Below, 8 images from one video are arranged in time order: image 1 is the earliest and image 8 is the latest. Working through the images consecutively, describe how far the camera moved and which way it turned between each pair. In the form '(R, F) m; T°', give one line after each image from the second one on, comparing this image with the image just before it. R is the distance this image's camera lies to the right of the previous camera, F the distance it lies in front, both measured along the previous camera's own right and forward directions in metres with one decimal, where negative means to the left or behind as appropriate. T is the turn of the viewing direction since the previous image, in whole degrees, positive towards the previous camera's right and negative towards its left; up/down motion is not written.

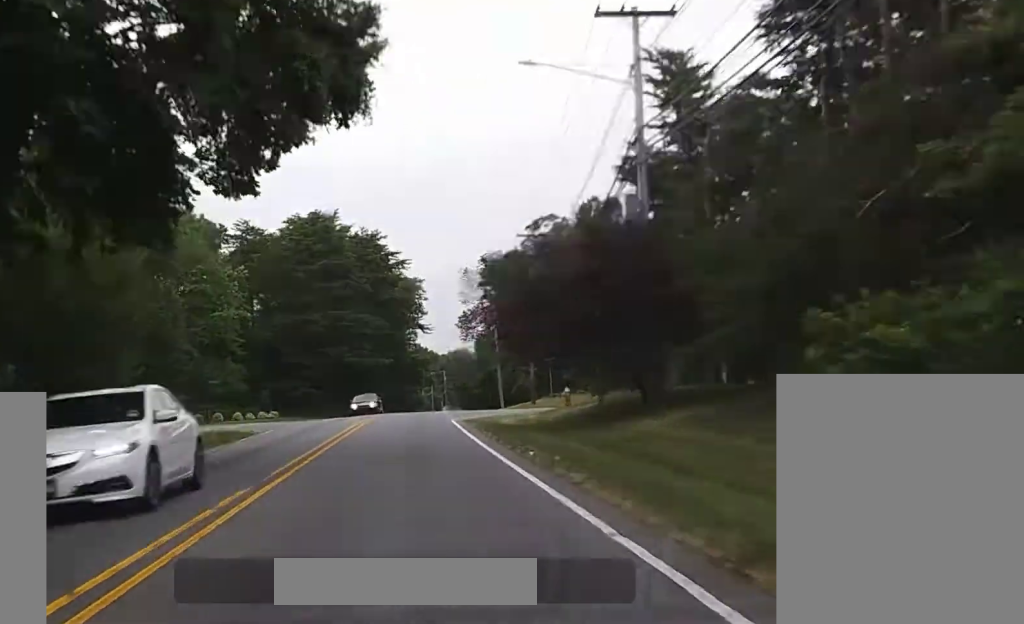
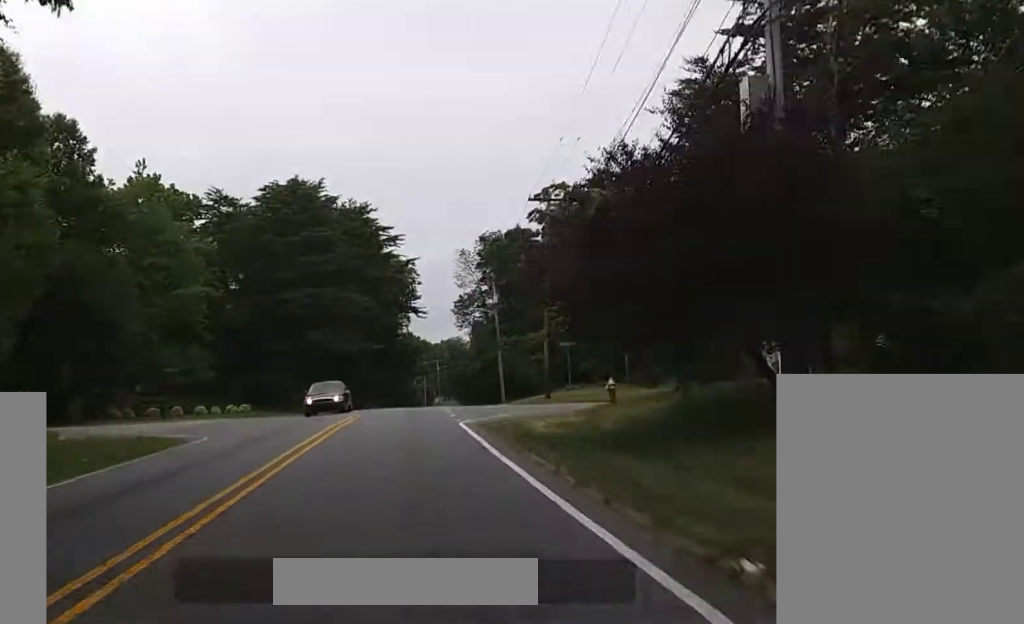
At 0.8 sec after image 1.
(0.0, +13.3) m; +1°
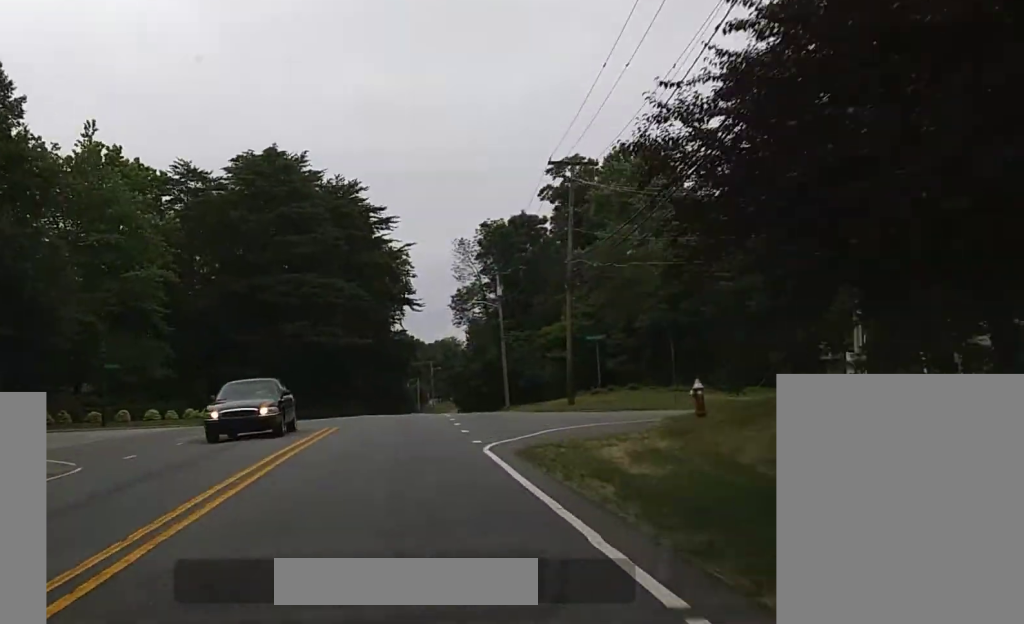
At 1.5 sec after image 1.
(+0.1, +11.1) m; 0°
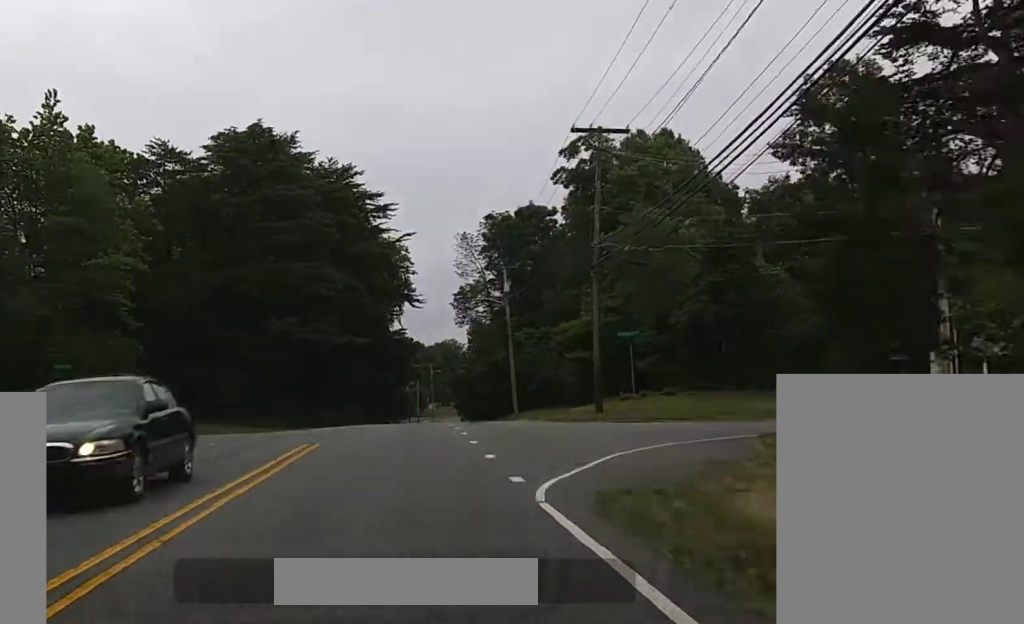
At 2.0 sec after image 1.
(+0.1, +7.4) m; 0°
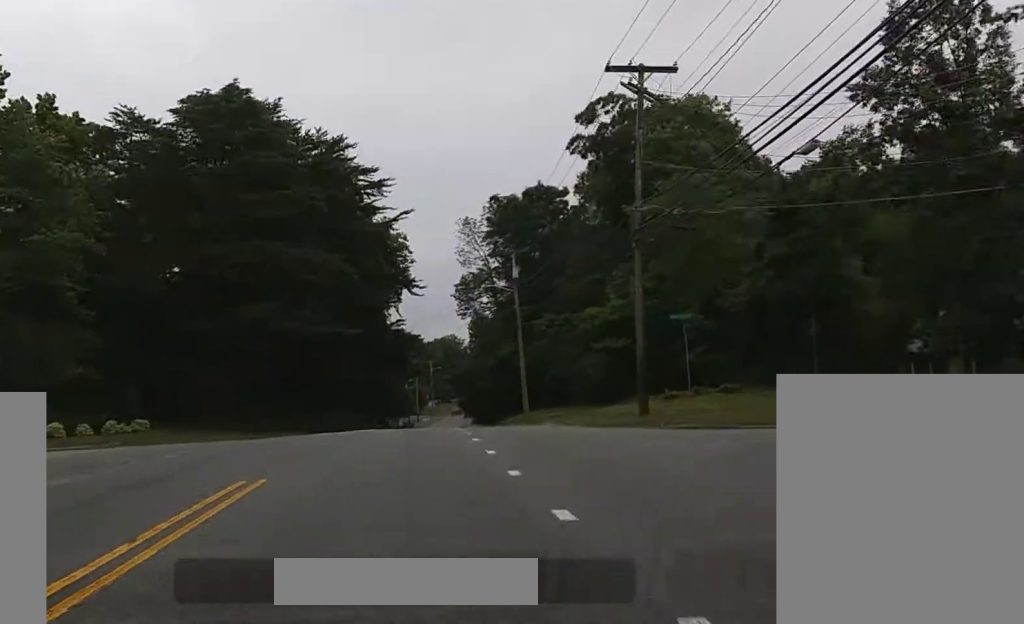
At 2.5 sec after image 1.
(0.0, +8.2) m; 0°
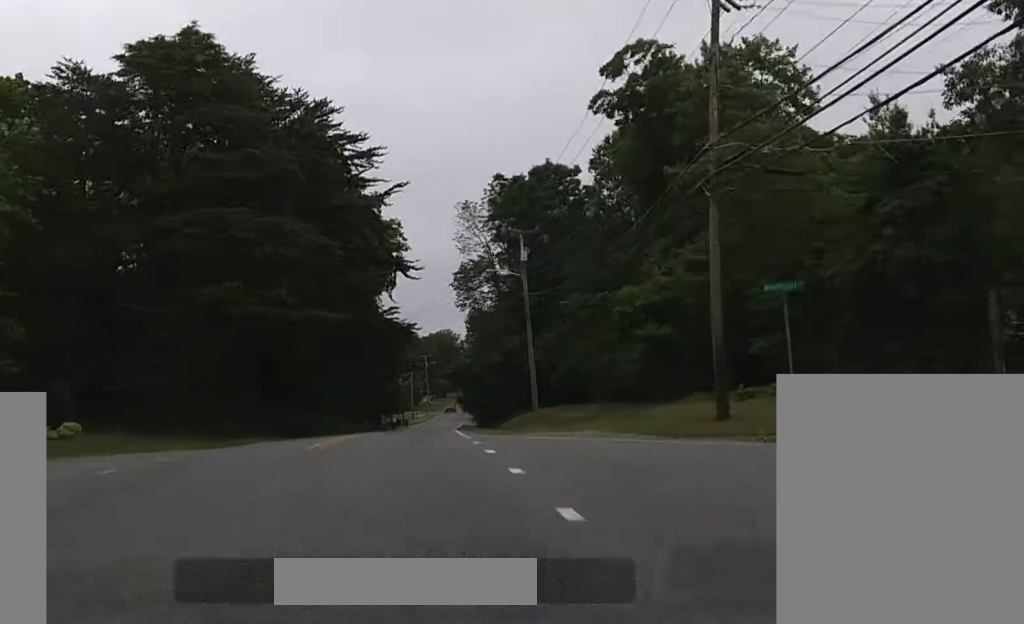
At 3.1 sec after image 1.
(0.0, +10.4) m; 0°
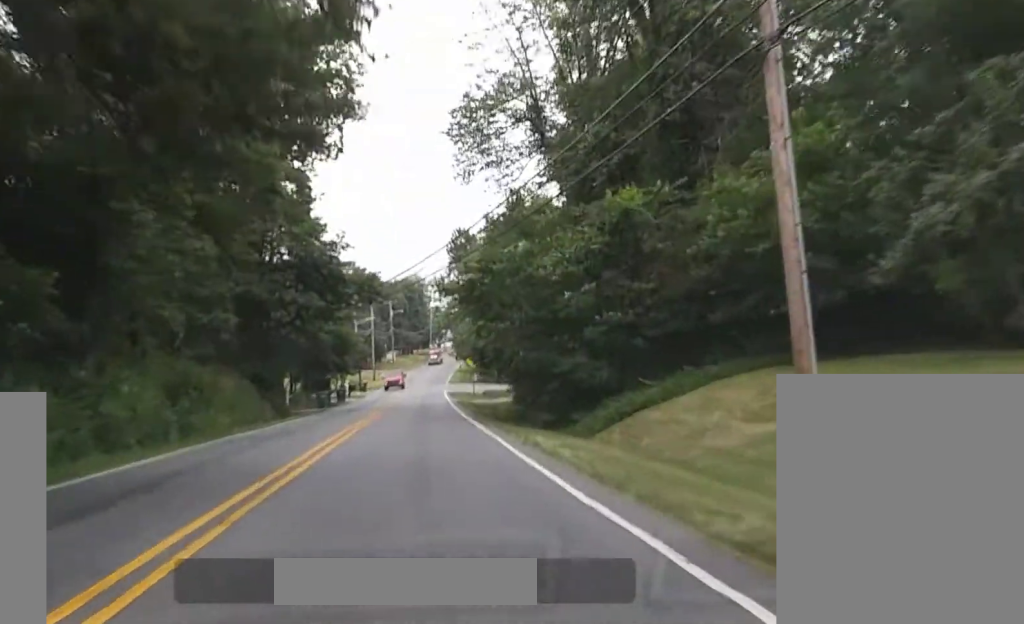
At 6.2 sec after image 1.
(+1.0, +51.4) m; +2°
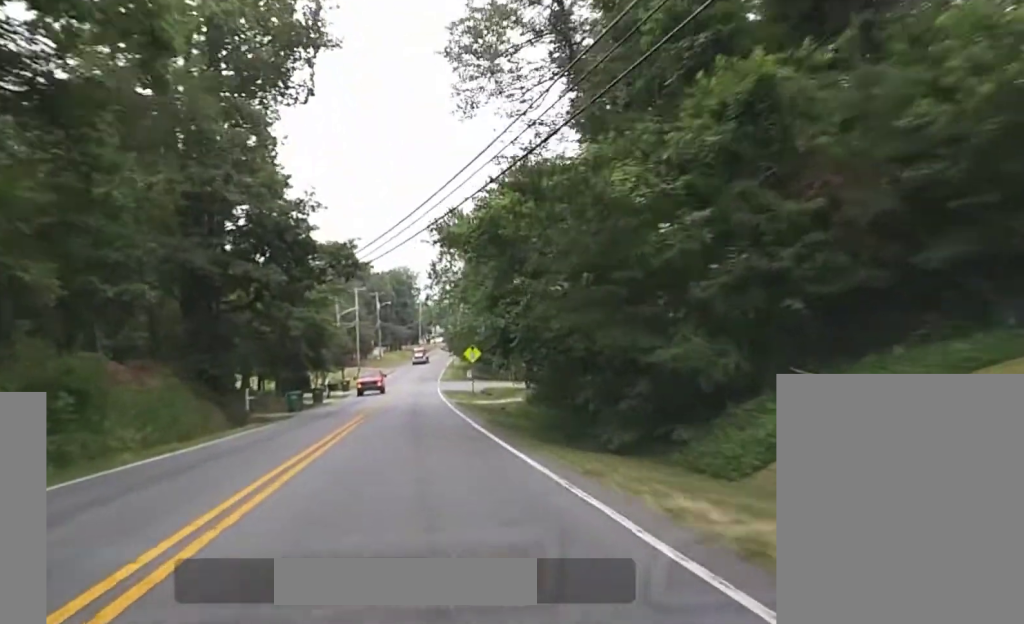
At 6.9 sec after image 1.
(+0.1, +12.5) m; +1°
